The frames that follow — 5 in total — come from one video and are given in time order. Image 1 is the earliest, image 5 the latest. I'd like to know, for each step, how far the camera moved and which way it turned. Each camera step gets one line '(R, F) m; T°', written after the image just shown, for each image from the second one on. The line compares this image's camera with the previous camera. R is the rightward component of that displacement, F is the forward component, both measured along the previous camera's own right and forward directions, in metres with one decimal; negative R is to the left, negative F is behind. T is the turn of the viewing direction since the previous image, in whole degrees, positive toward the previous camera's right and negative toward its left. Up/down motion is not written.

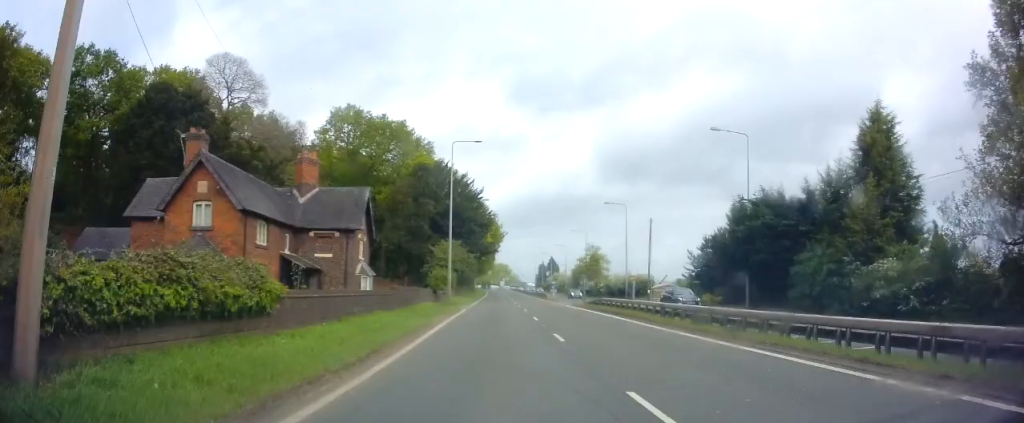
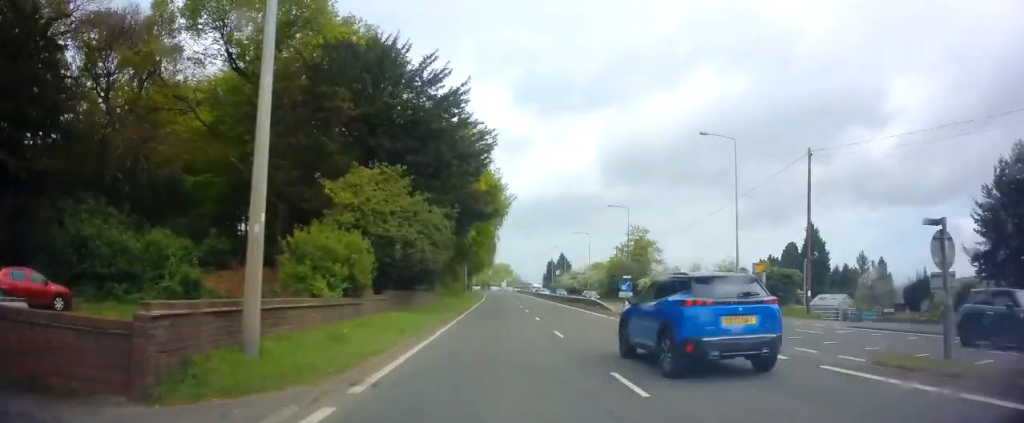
(-0.1, +32.9) m; 0°
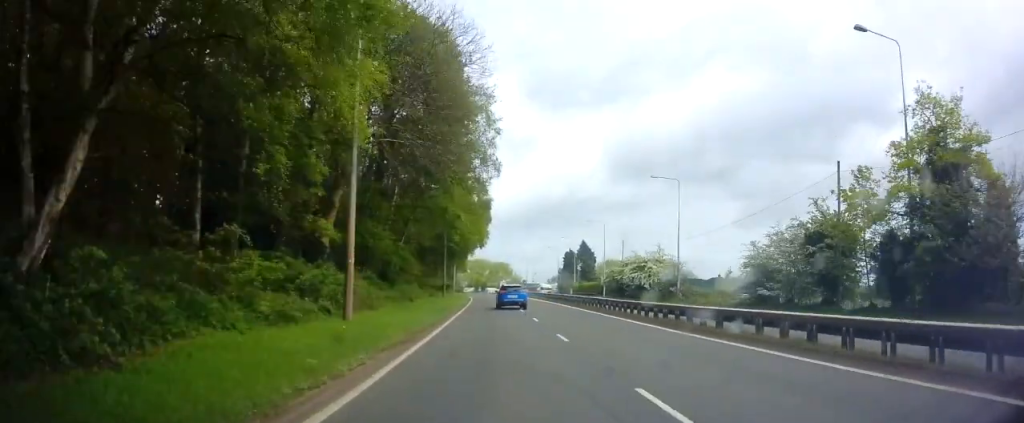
(-0.5, +53.2) m; 0°
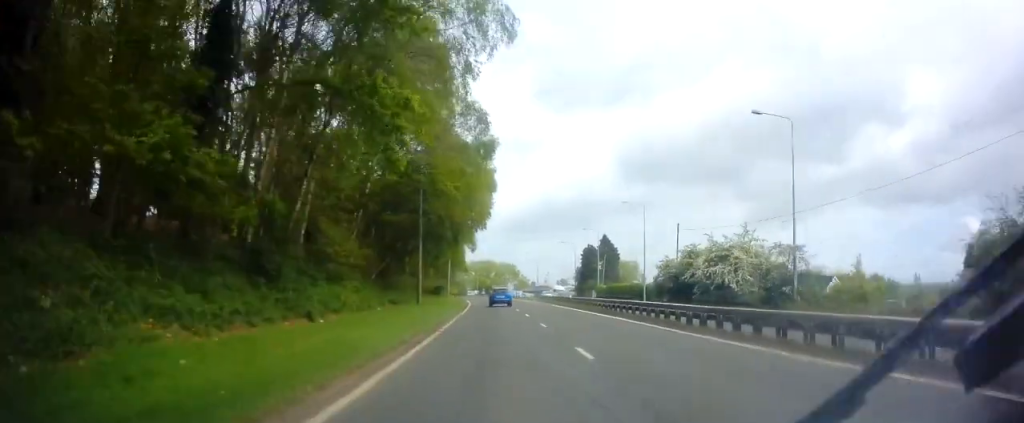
(0.0, +20.7) m; 0°
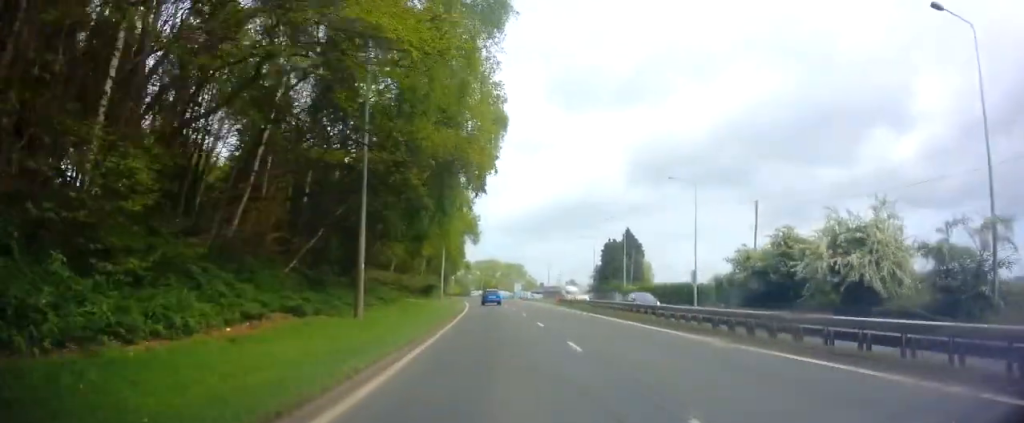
(+0.1, +15.5) m; 0°
